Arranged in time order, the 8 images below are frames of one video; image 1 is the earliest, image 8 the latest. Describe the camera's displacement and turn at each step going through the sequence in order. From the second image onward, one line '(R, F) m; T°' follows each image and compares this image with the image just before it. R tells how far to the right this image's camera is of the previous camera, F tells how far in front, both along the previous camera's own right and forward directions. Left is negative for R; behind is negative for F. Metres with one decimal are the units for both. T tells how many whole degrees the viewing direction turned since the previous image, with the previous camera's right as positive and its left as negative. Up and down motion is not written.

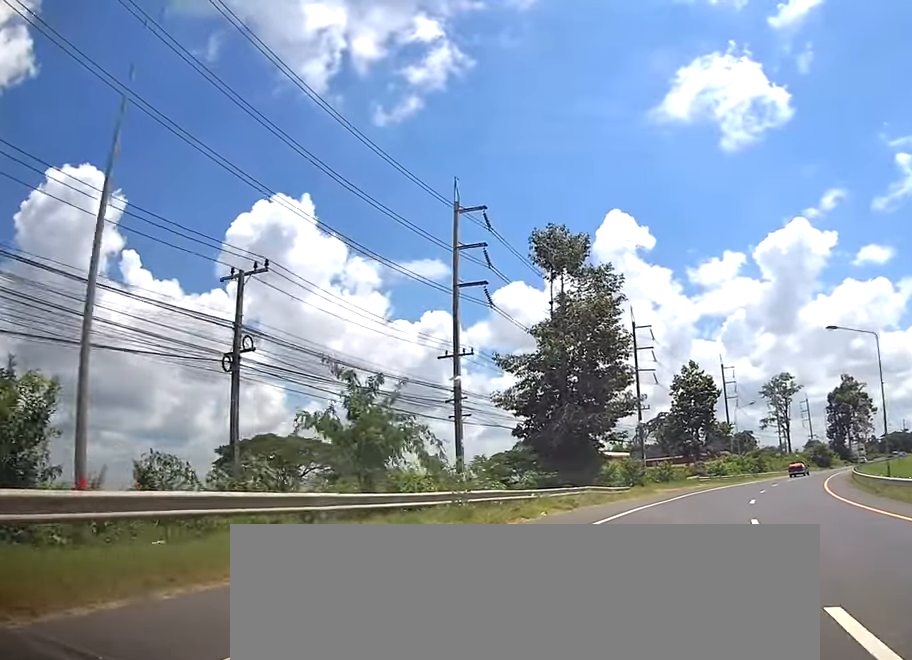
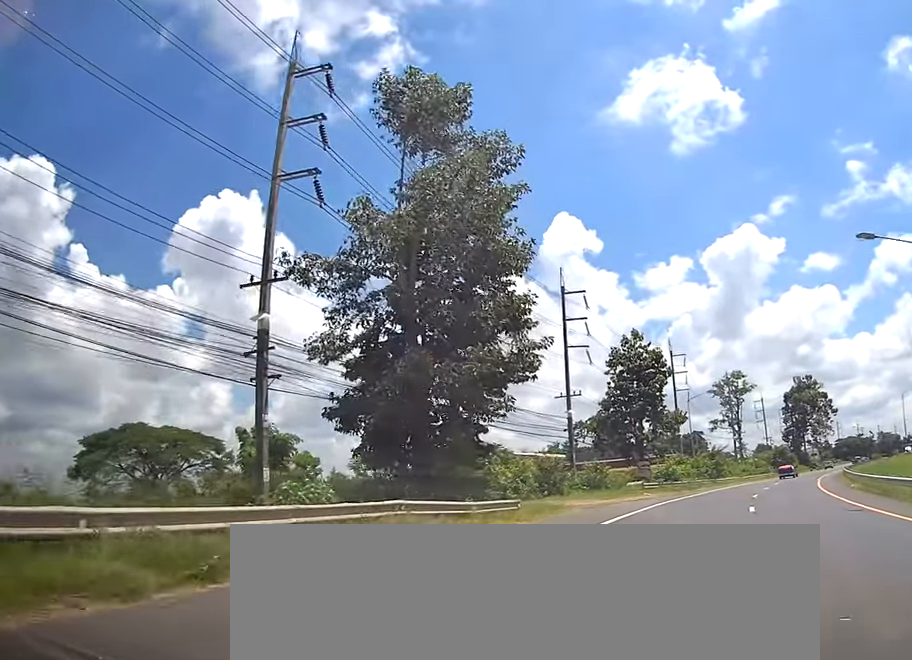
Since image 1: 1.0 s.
(+0.6, +16.7) m; +3°
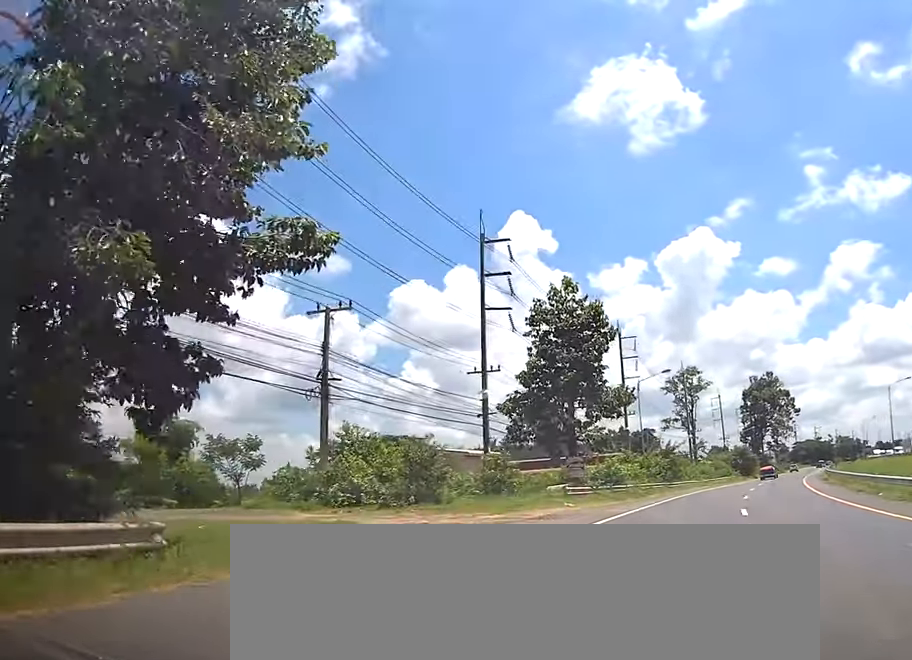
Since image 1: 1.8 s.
(0.0, +13.8) m; +3°
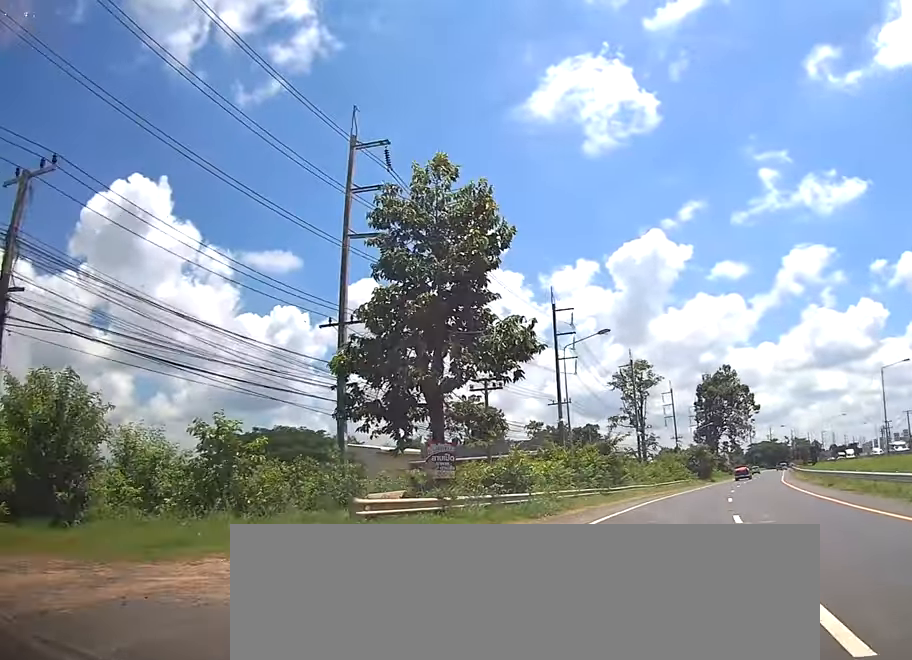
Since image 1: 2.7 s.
(+0.6, +15.0) m; +5°
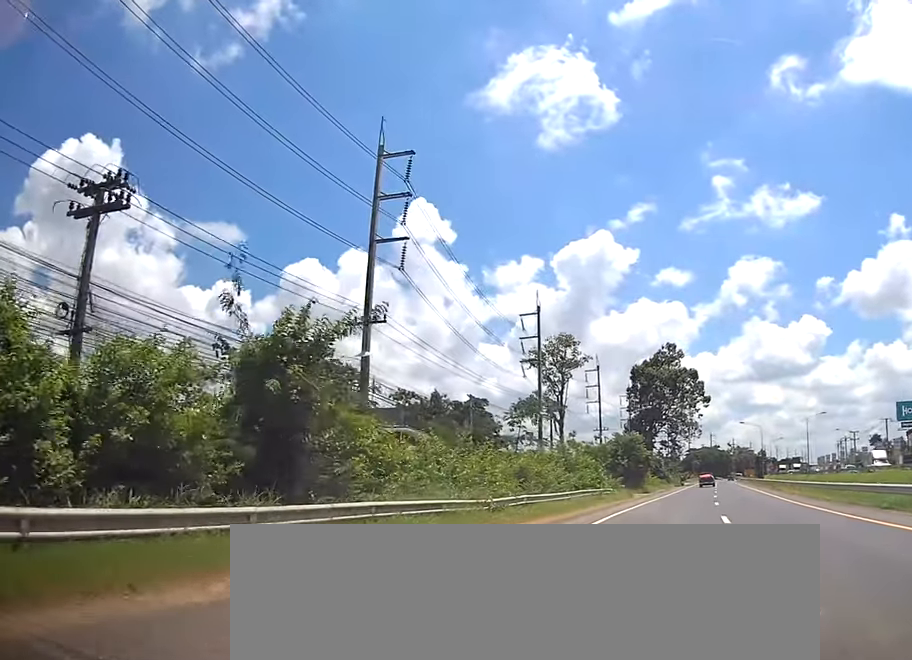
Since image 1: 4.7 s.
(+1.9, +33.8) m; +6°
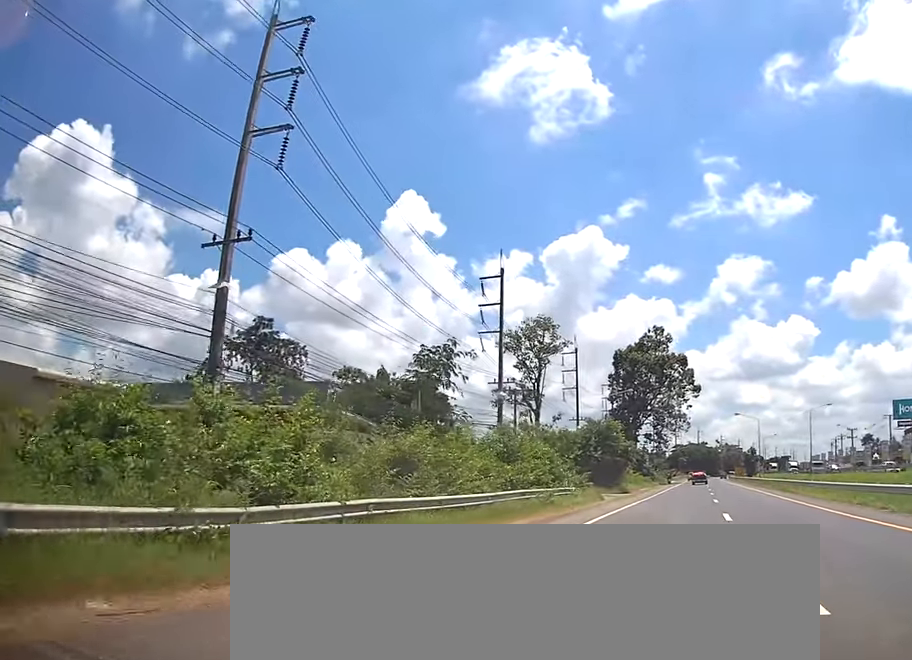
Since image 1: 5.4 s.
(+0.6, +12.1) m; +4°
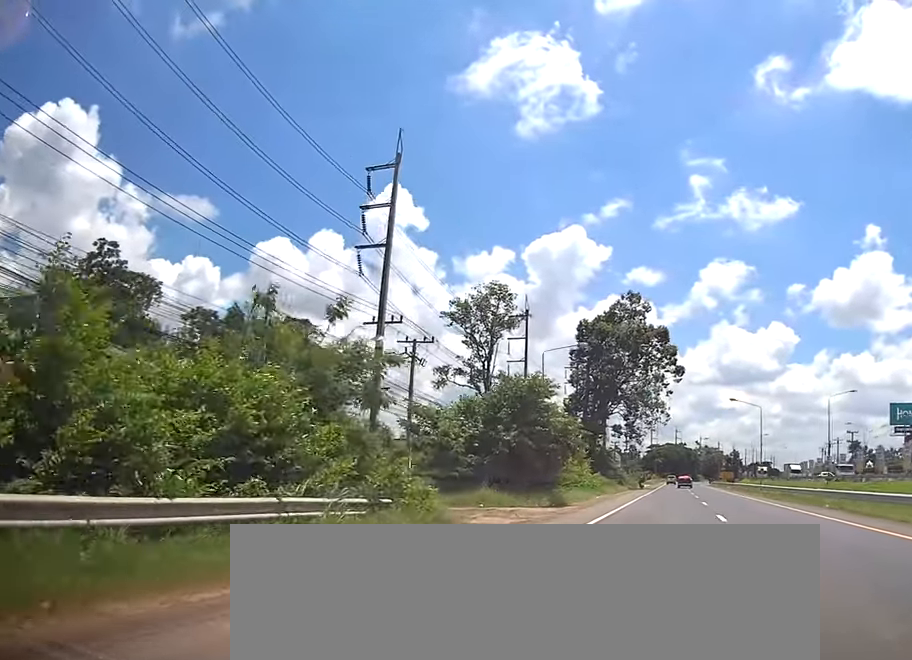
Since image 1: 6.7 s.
(+1.2, +22.9) m; +2°
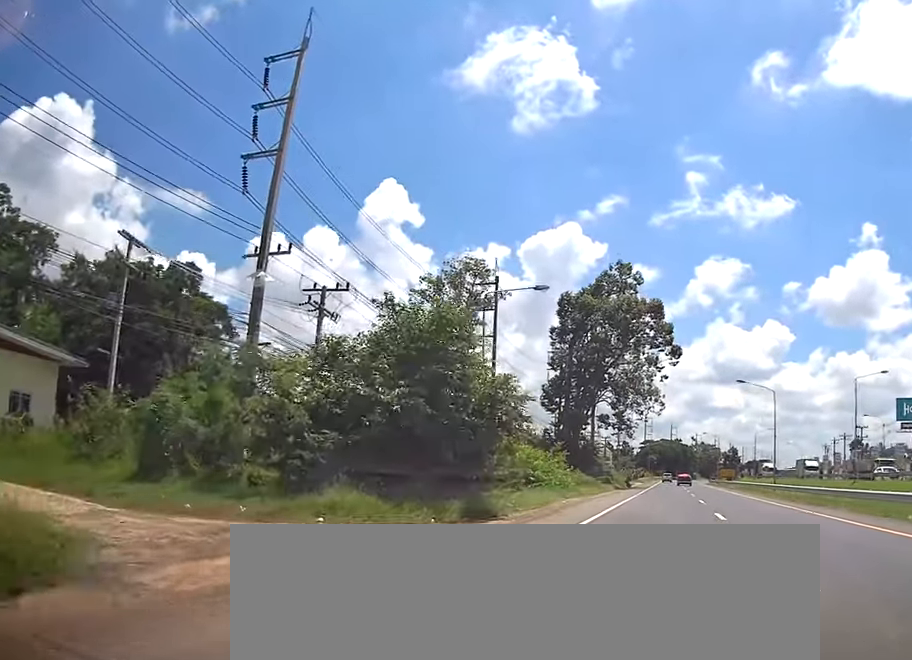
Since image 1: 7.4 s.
(-0.5, +12.1) m; 0°
